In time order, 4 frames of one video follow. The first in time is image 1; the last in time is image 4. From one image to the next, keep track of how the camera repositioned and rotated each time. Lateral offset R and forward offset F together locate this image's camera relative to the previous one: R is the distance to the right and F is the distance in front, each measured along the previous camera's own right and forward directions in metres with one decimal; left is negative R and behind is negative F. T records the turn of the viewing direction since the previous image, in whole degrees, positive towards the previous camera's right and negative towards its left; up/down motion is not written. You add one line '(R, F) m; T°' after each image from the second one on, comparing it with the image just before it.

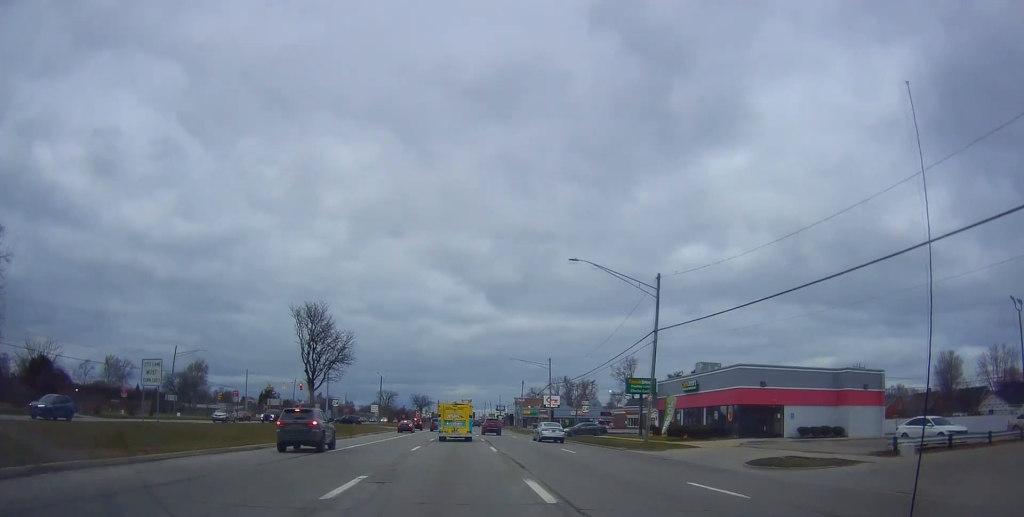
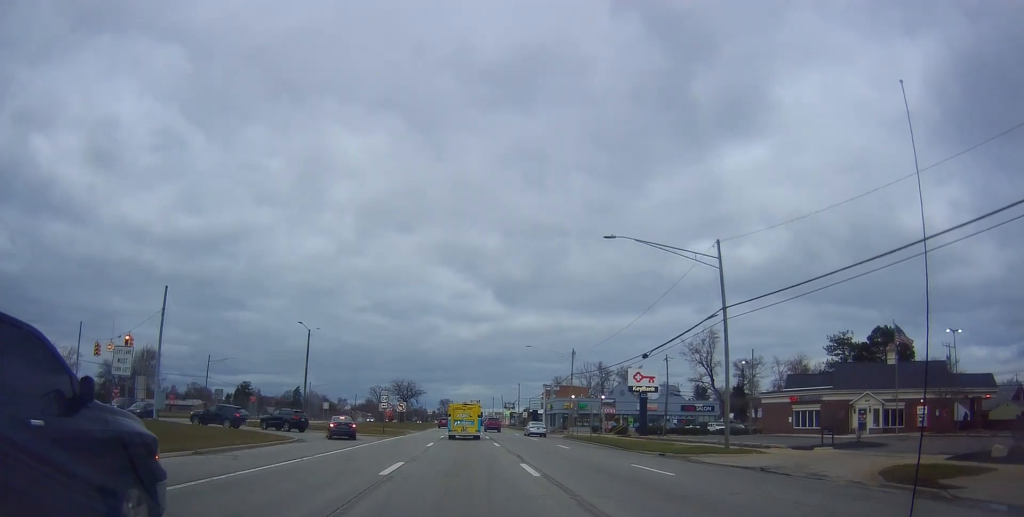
(-1.6, +53.8) m; -1°
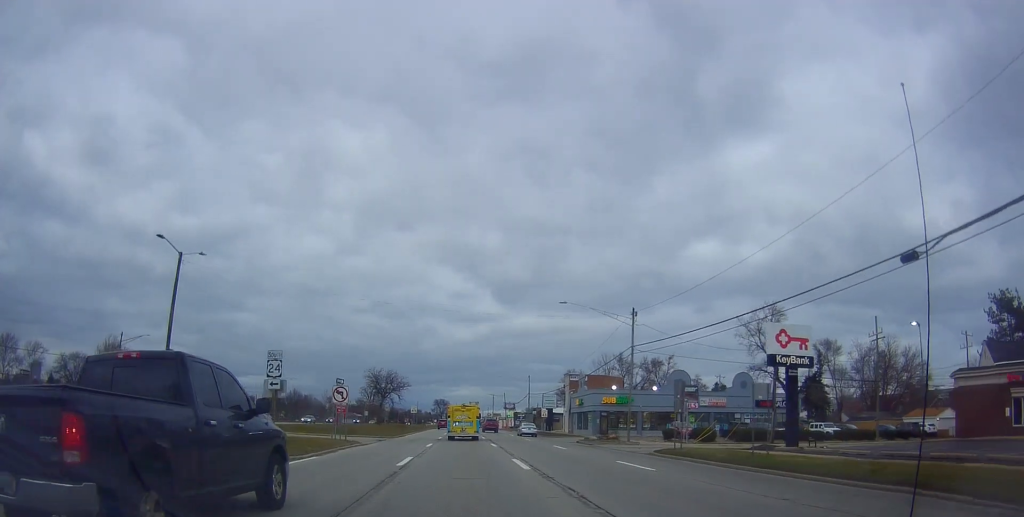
(+0.4, +28.1) m; +1°
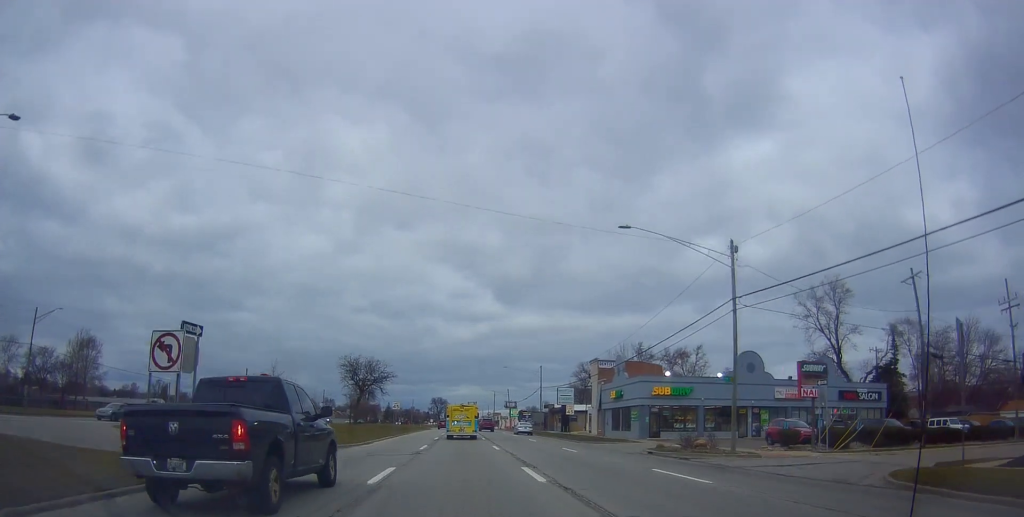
(-0.3, +19.0) m; 0°
